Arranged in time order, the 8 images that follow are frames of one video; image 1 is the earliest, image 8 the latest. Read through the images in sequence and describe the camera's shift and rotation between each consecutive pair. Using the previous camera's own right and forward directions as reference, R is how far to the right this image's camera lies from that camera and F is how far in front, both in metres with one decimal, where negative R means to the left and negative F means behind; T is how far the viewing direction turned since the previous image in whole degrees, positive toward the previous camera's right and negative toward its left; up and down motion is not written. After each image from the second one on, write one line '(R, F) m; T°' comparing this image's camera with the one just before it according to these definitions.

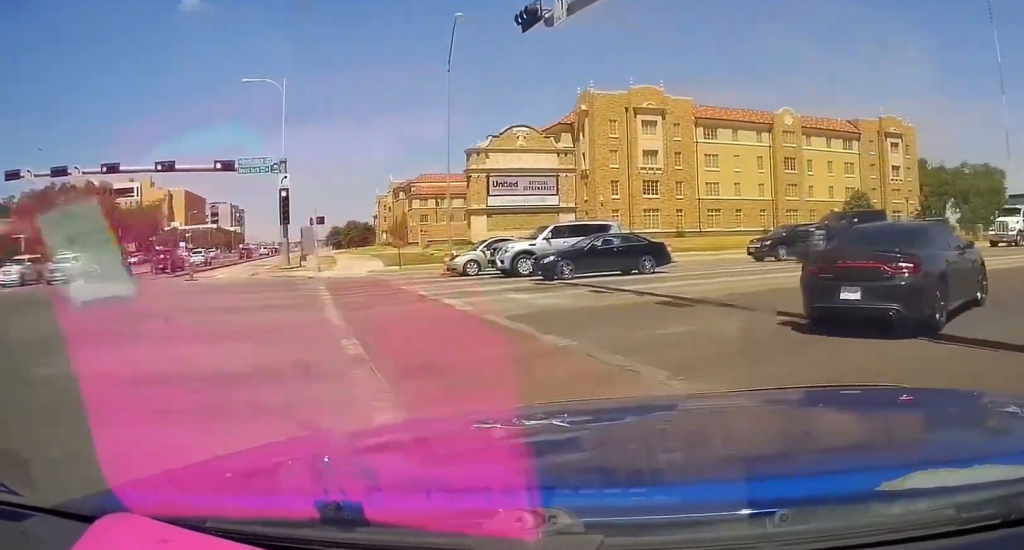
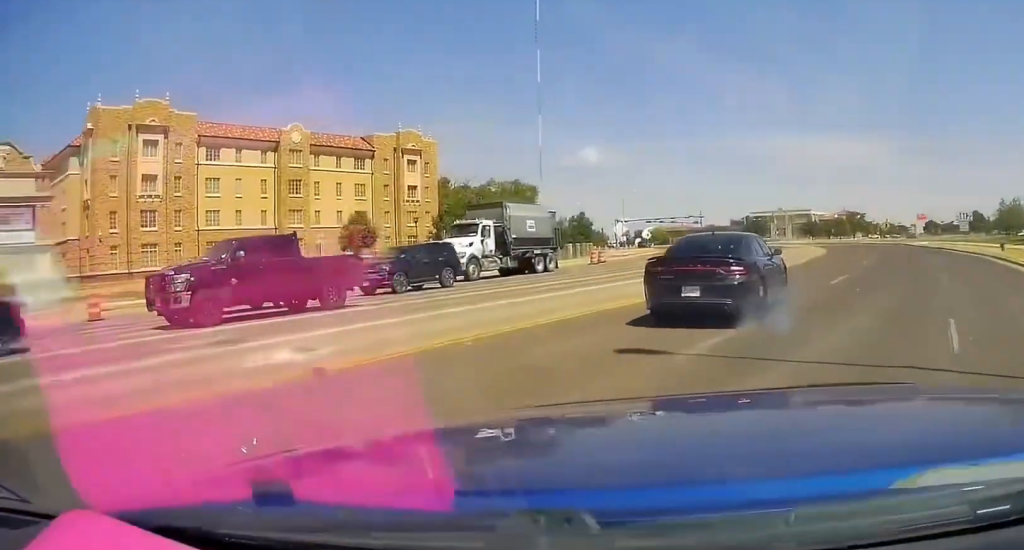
(+2.5, +8.0) m; +31°
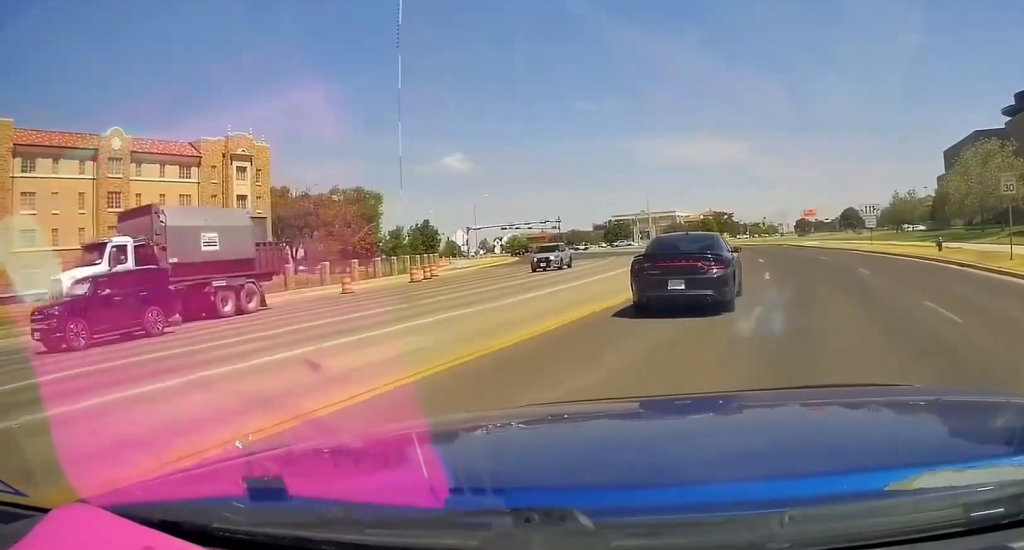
(+1.6, +8.4) m; +18°
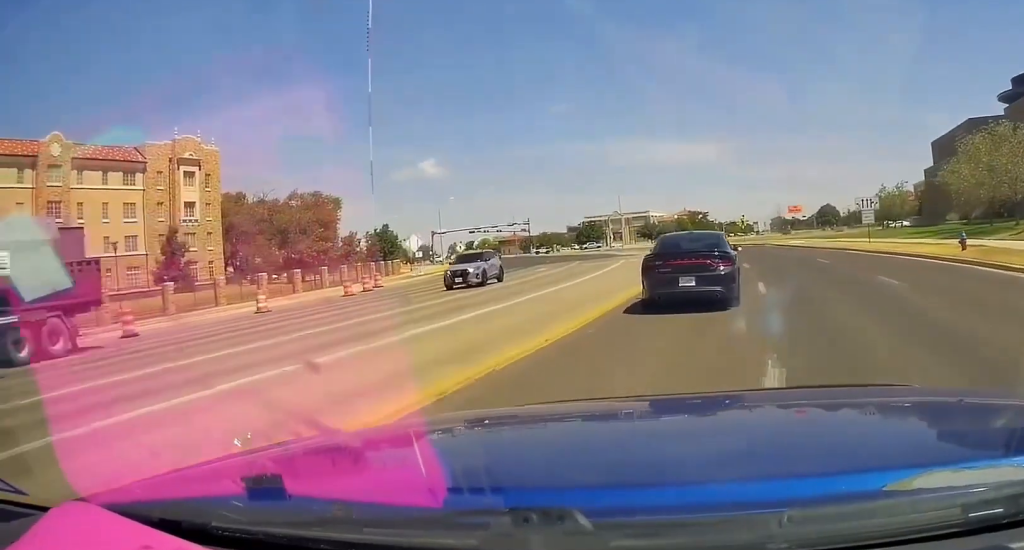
(+0.1, +4.8) m; +7°
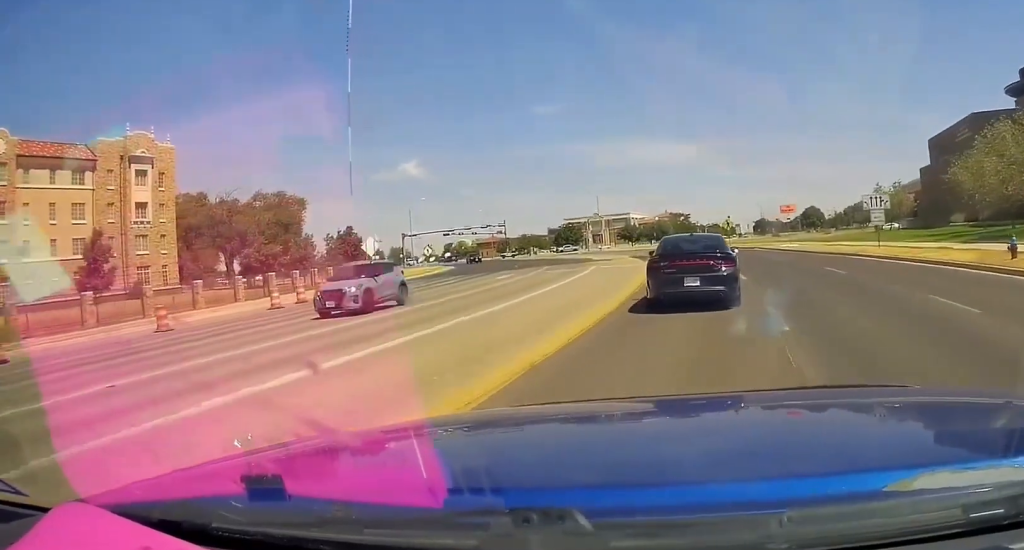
(+0.4, +5.1) m; +3°
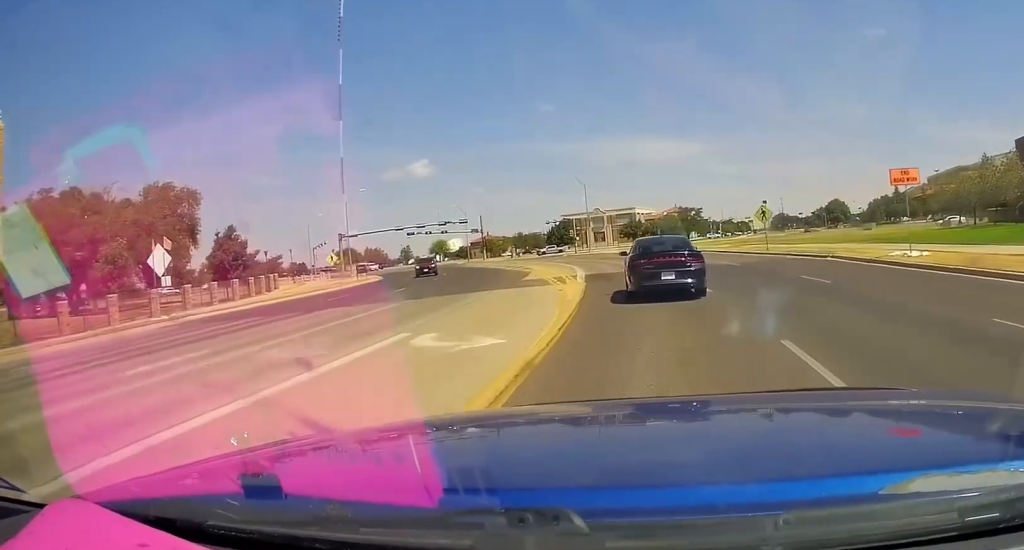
(+0.9, +27.1) m; +2°
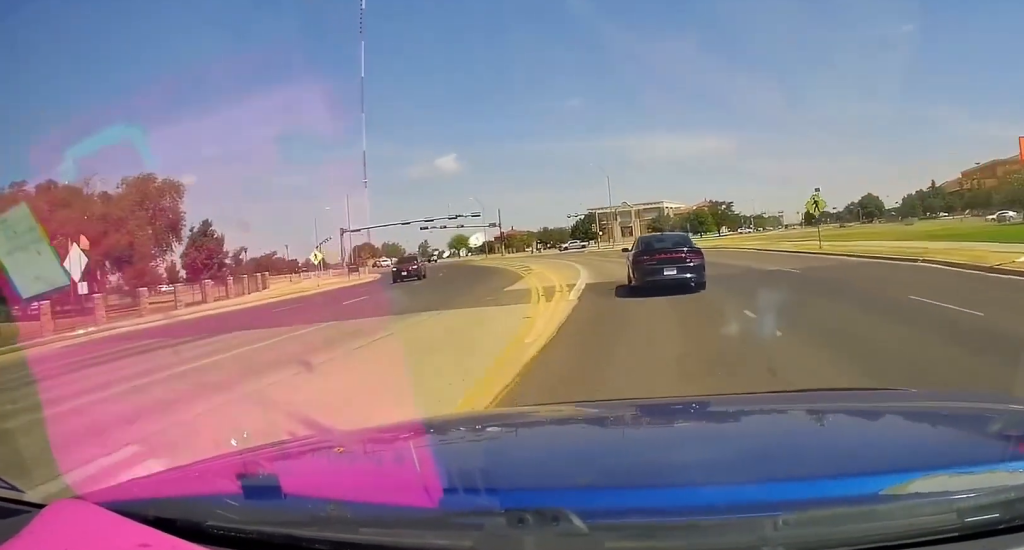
(+0.5, +8.1) m; -1°
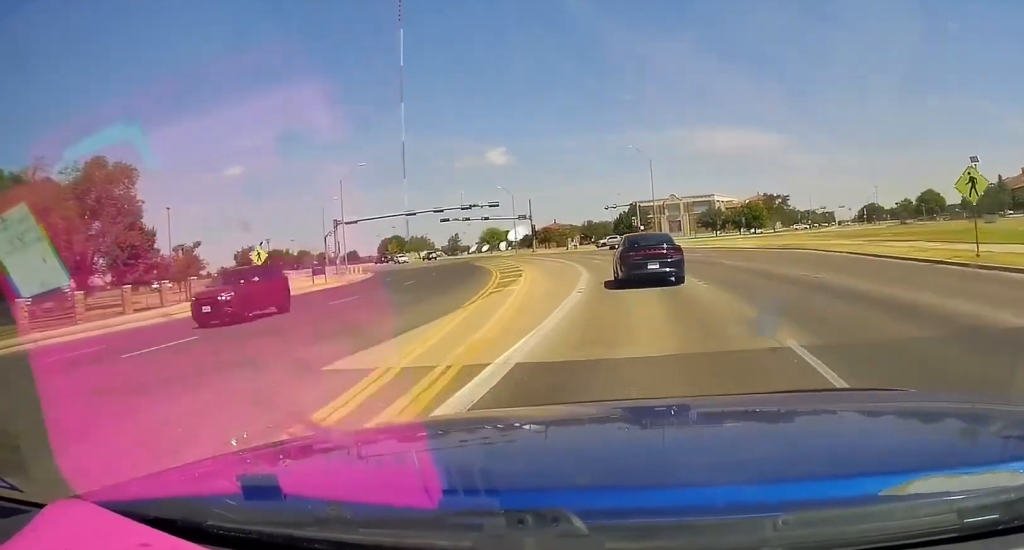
(-0.9, +15.2) m; -4°
